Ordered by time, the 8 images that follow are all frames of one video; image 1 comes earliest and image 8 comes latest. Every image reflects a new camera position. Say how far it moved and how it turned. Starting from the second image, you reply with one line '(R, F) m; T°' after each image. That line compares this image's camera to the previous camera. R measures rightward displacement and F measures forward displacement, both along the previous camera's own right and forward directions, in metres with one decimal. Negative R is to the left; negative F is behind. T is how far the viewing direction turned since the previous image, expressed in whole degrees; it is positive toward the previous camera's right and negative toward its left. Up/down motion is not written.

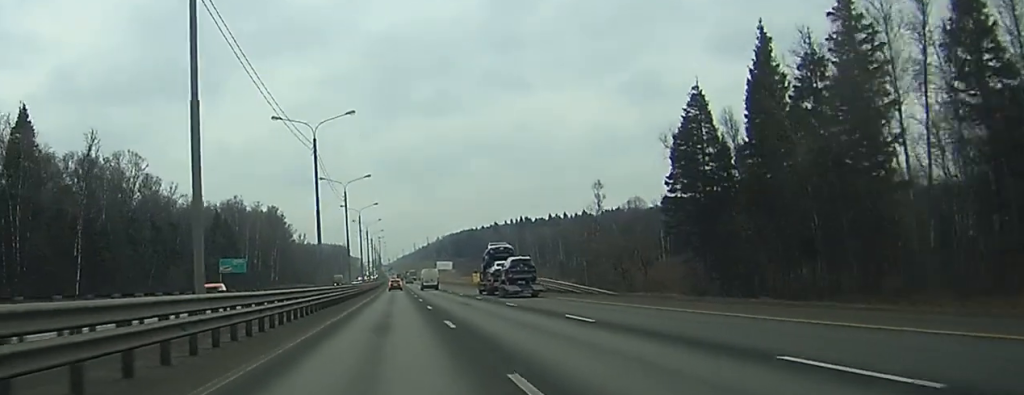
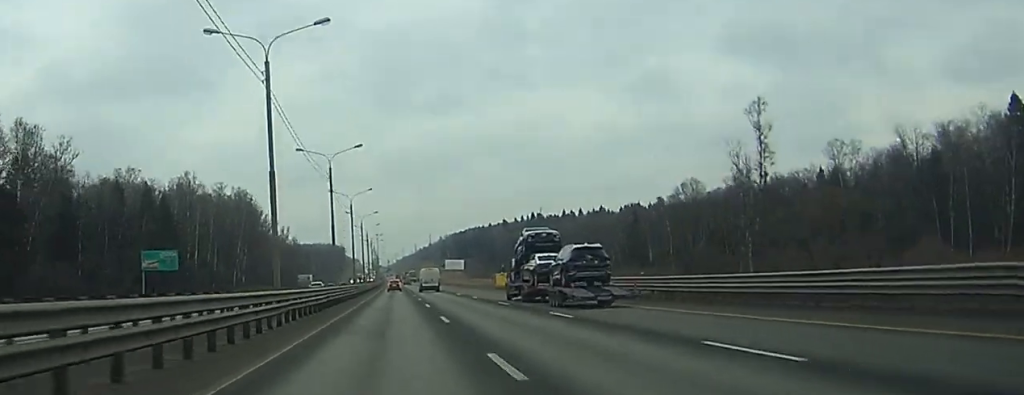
(-0.3, +61.6) m; -1°
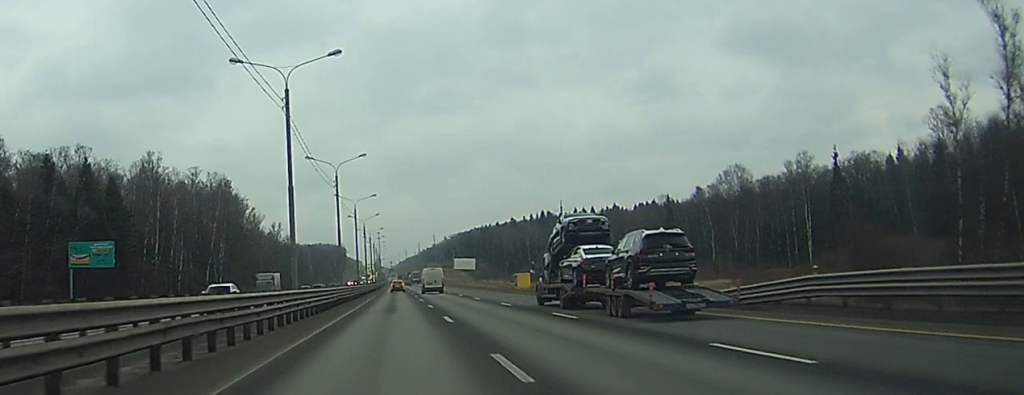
(-0.1, +32.9) m; 0°
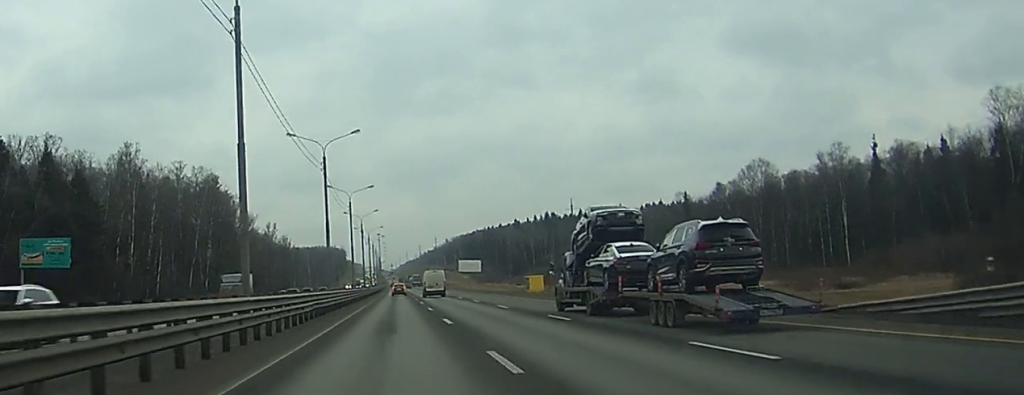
(0.0, +14.7) m; 0°
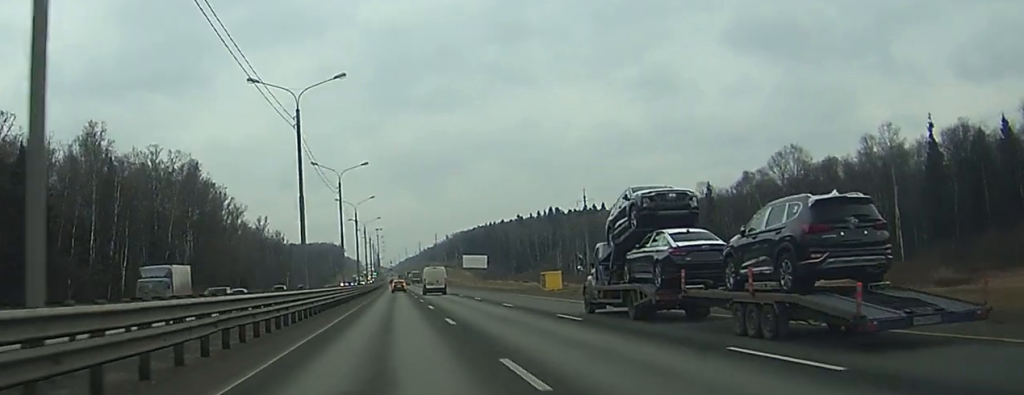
(0.0, +18.1) m; 0°
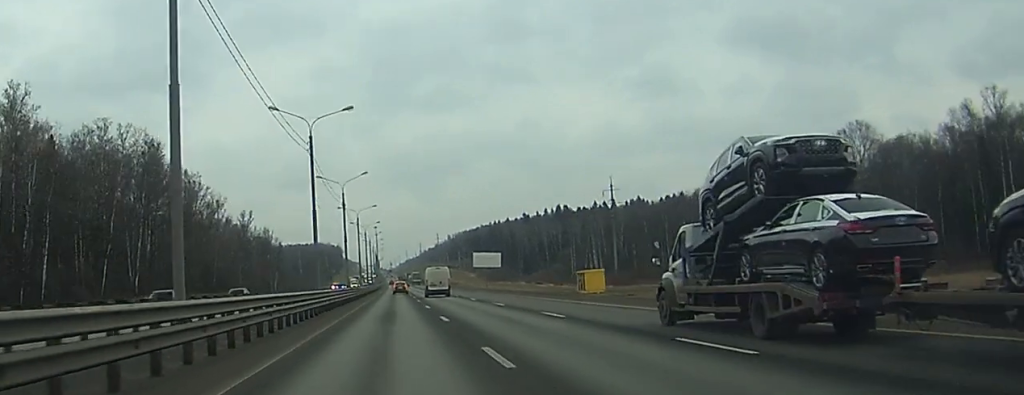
(0.0, +29.2) m; 0°
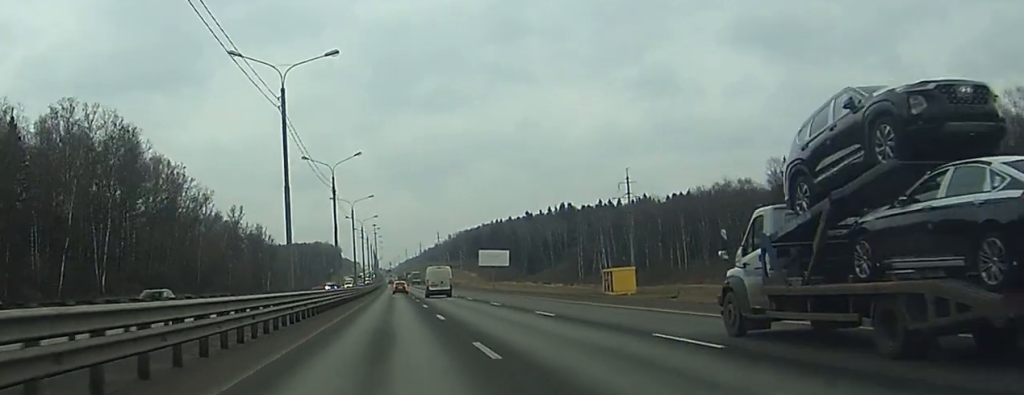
(0.0, +14.5) m; 0°
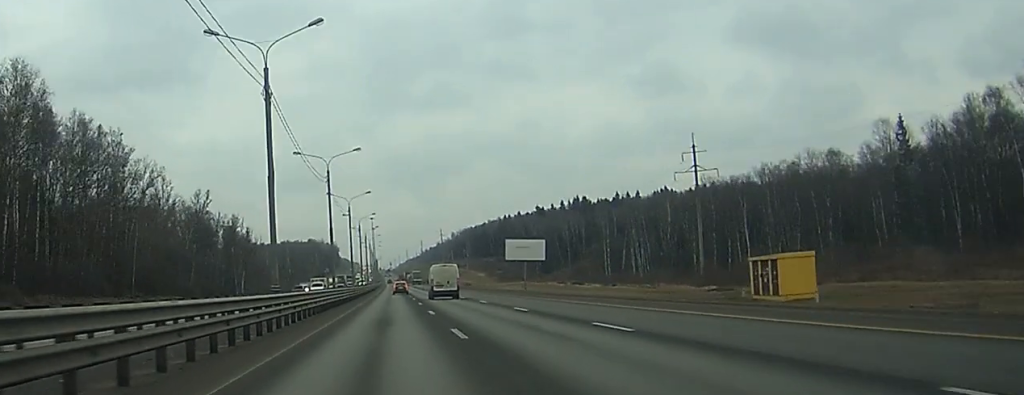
(0.0, +42.5) m; 0°
